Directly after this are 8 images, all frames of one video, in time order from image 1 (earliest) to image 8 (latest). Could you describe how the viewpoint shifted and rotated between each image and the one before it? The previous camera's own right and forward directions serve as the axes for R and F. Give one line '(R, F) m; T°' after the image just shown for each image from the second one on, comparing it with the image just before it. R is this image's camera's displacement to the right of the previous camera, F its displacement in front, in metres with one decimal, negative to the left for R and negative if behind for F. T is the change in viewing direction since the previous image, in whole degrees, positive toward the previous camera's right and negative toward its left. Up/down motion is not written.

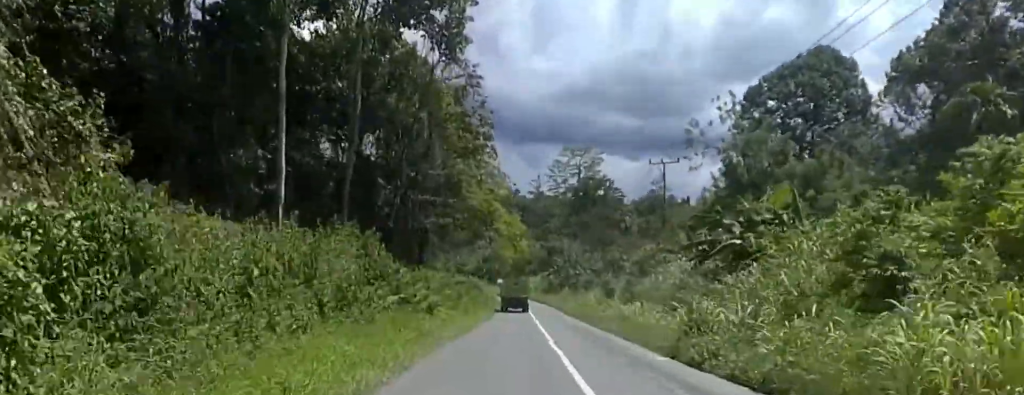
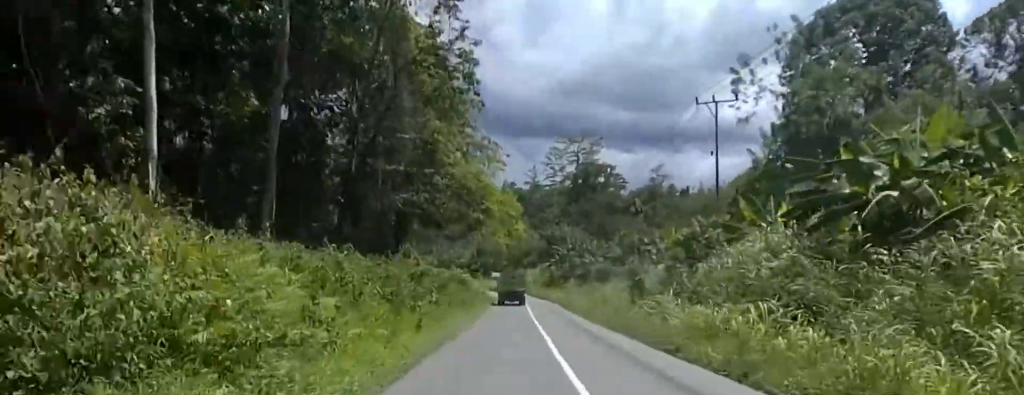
(-0.1, +11.3) m; -3°
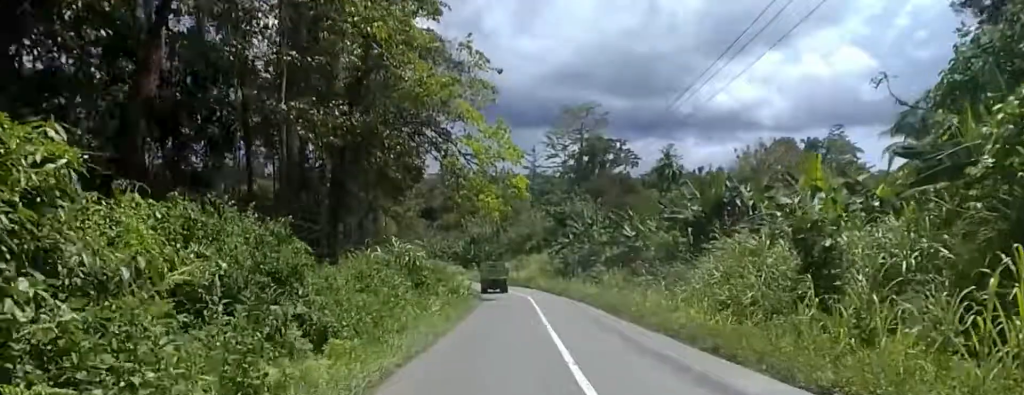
(-0.9, +19.7) m; -3°
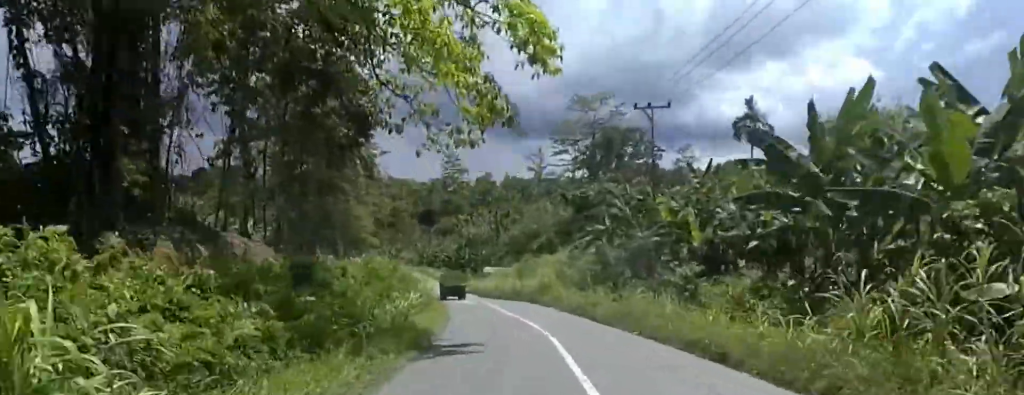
(+0.1, +21.8) m; +2°
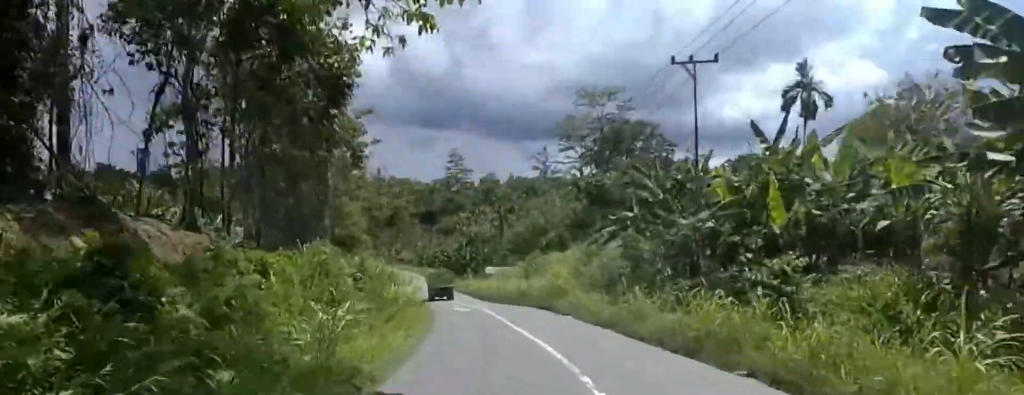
(-0.1, +6.9) m; +2°
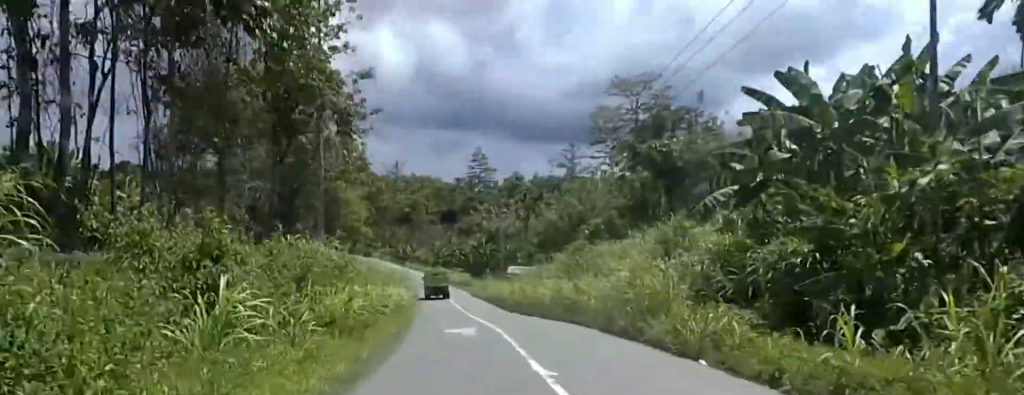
(+0.7, +13.2) m; 0°
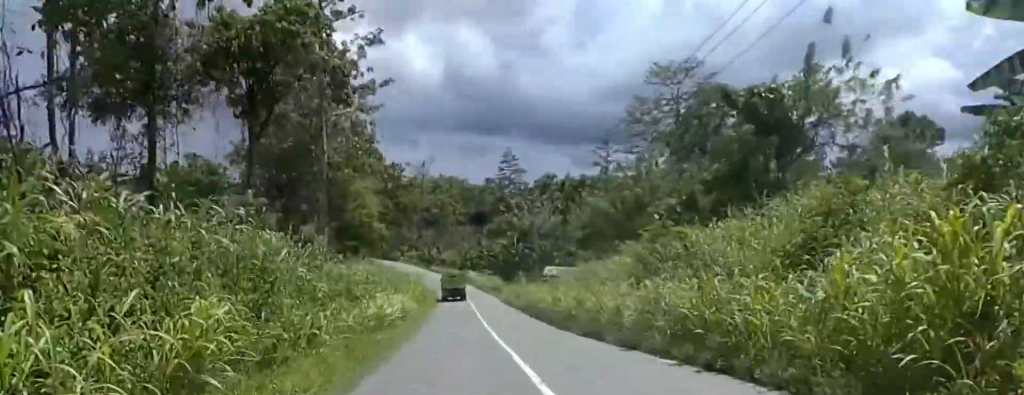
(-0.6, +9.9) m; -5°
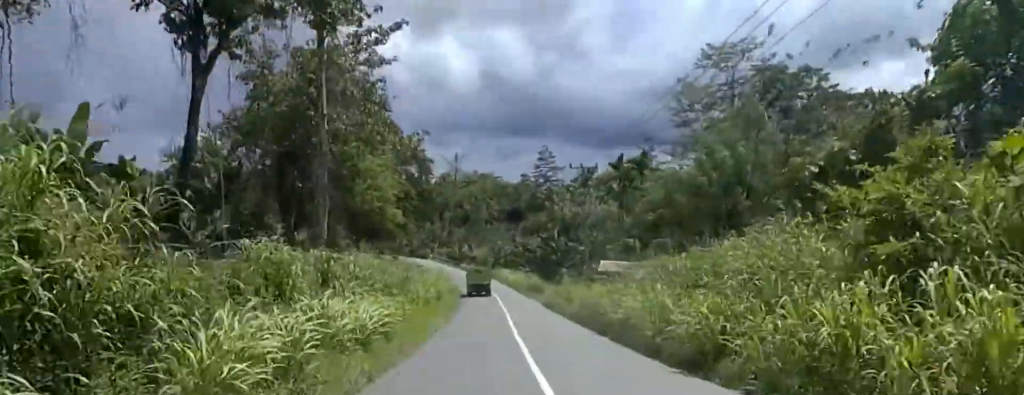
(-0.6, +10.6) m; -3°
